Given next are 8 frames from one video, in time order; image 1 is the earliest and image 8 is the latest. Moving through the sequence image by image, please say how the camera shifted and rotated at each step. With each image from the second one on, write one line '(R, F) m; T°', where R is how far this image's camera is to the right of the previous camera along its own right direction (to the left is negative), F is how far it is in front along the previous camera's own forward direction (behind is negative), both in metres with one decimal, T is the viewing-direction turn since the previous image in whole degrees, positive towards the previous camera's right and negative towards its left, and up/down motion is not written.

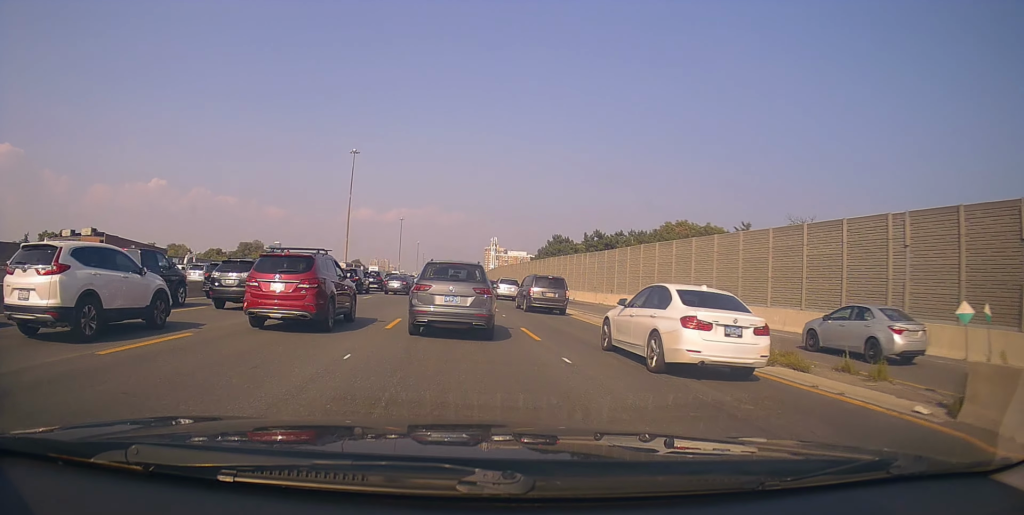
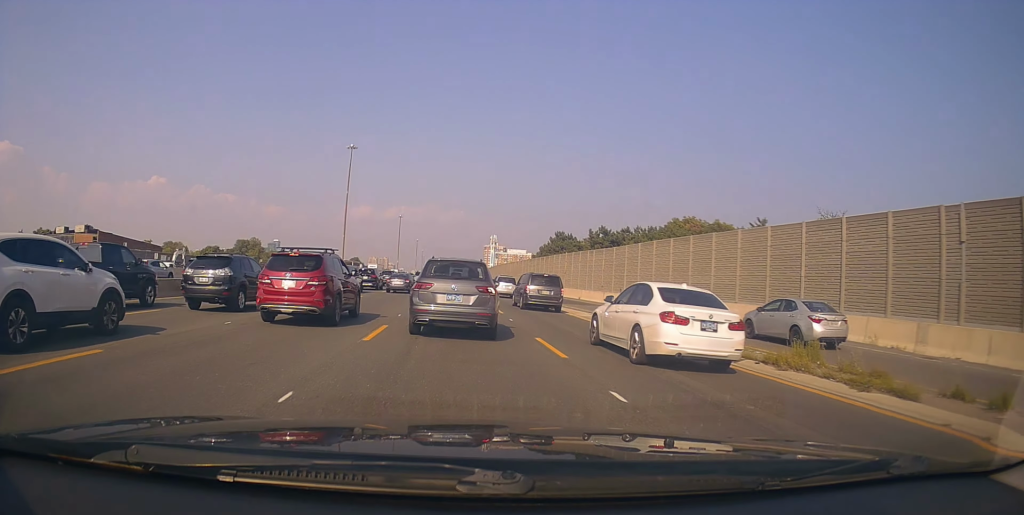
(-0.2, +3.0) m; +1°
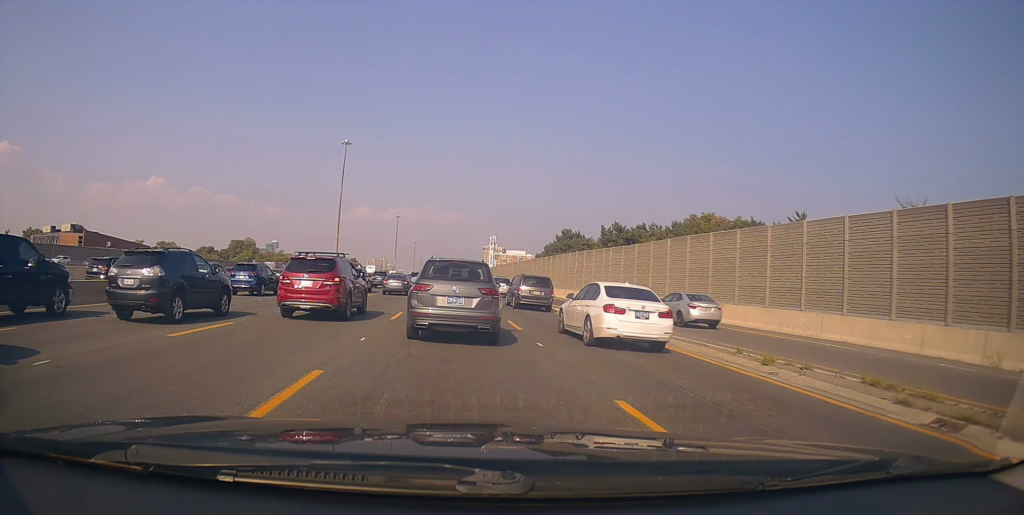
(+0.1, +6.5) m; 0°
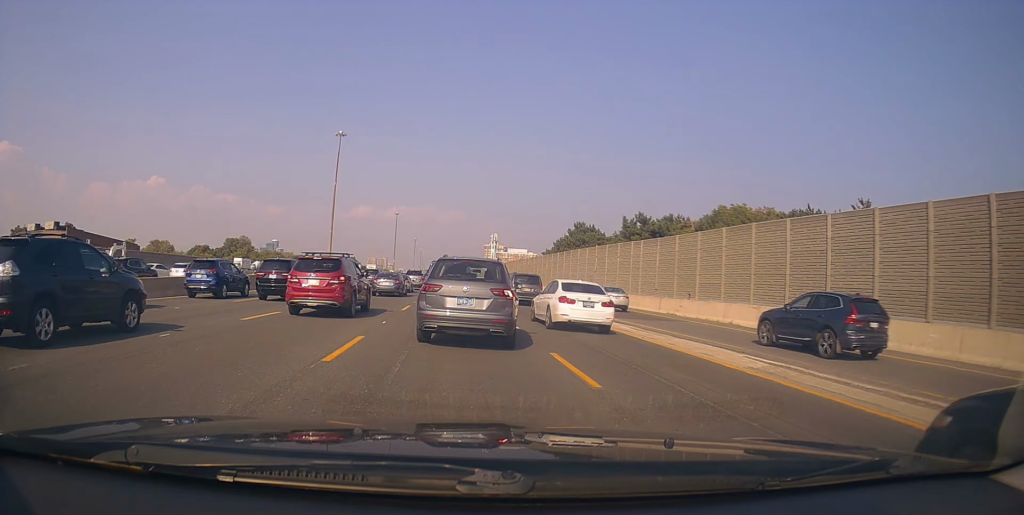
(-0.4, +8.4) m; -1°
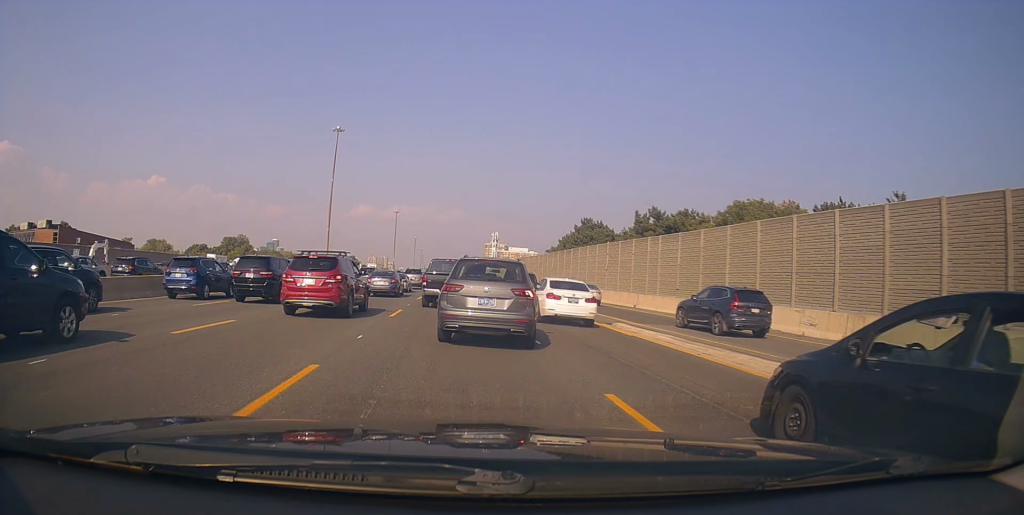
(+0.2, +3.9) m; +2°
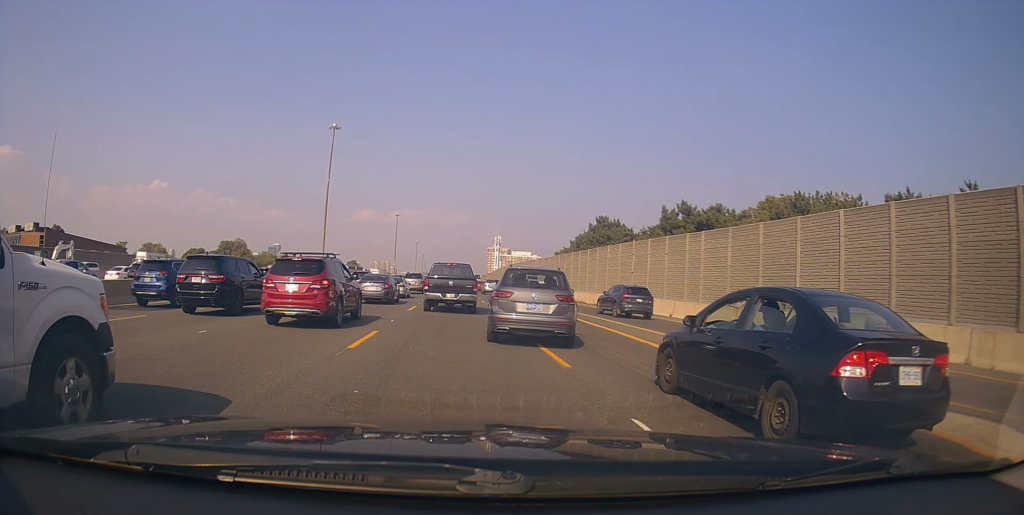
(+0.3, +7.0) m; -1°
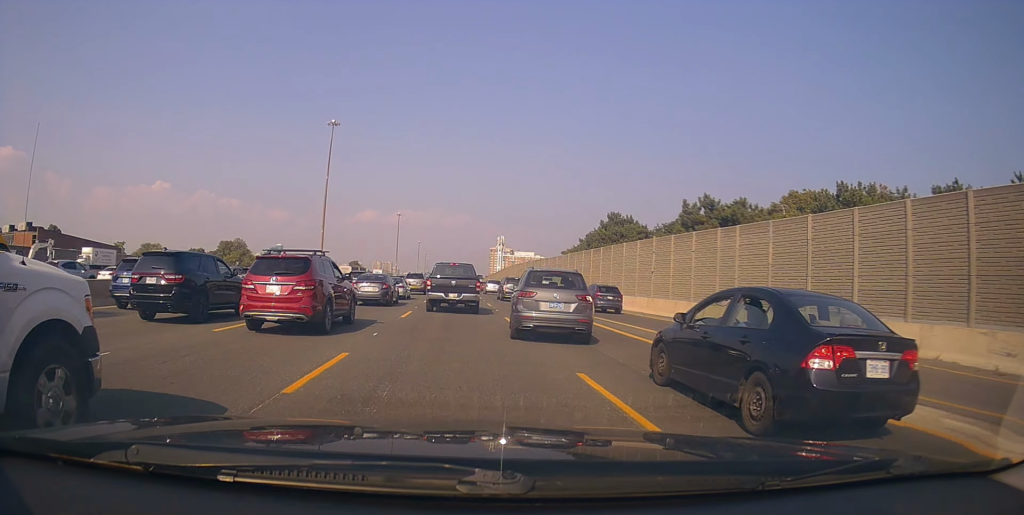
(-0.1, +3.7) m; -3°
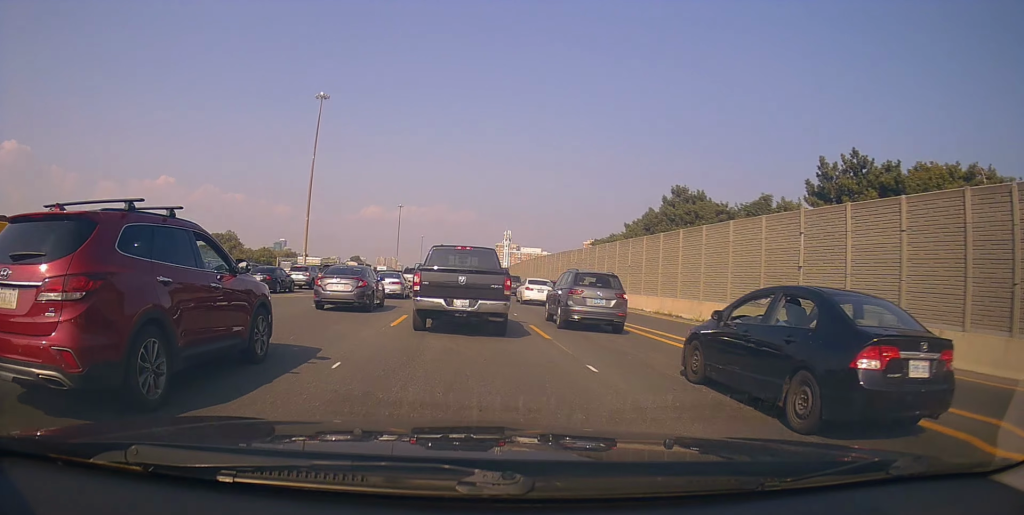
(+0.4, +16.5) m; +4°
